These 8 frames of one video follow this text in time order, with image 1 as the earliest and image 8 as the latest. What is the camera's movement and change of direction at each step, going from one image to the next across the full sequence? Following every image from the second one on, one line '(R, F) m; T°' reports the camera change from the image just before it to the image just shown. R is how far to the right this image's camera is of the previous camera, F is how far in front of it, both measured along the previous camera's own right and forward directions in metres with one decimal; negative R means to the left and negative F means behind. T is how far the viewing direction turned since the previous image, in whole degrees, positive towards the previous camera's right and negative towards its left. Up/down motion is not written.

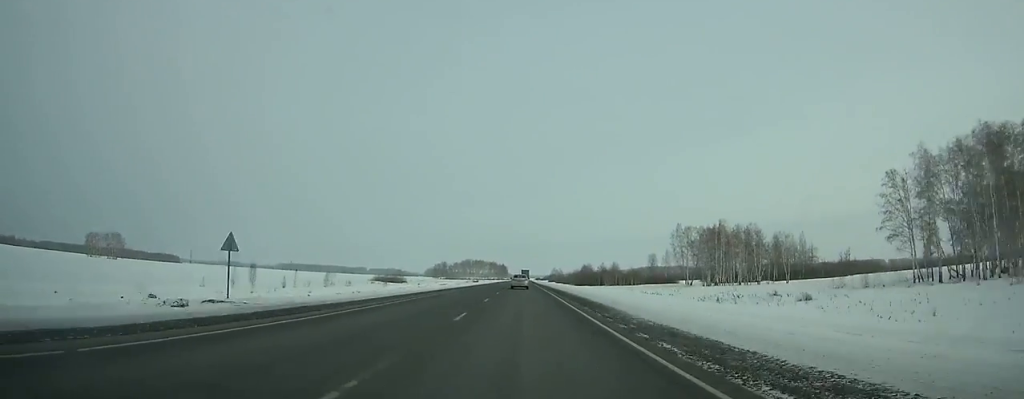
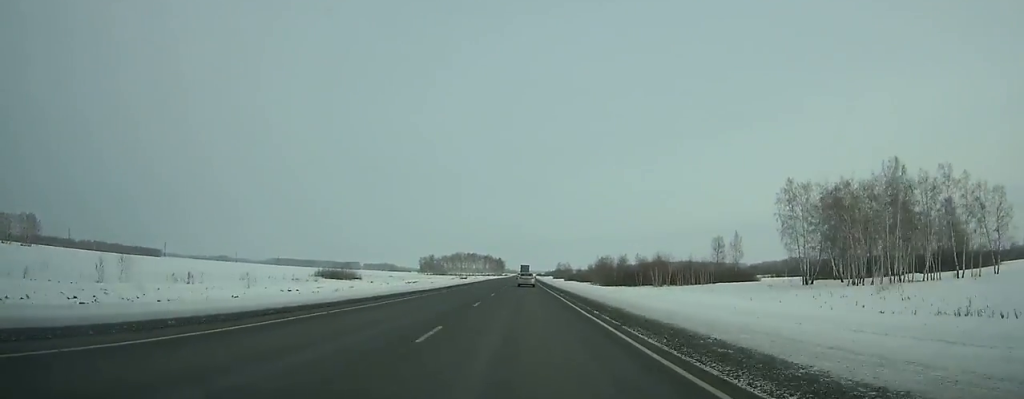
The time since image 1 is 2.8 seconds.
(0.0, +76.3) m; 0°
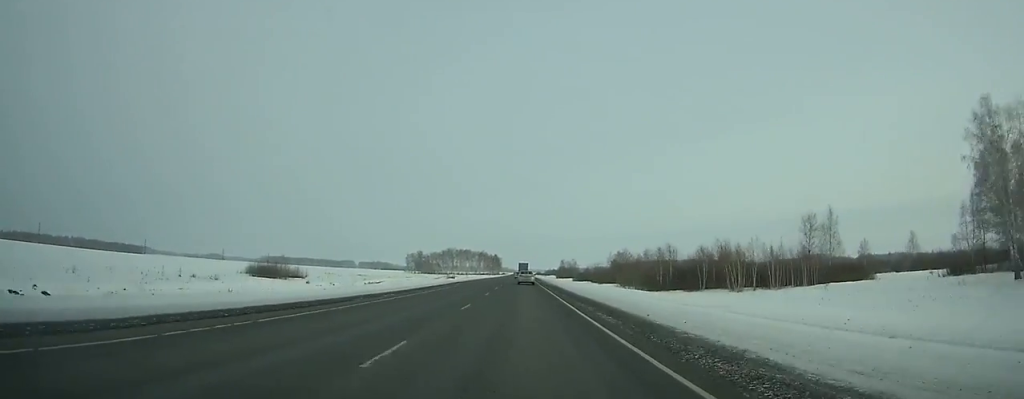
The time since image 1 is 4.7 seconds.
(-0.1, +51.9) m; 0°
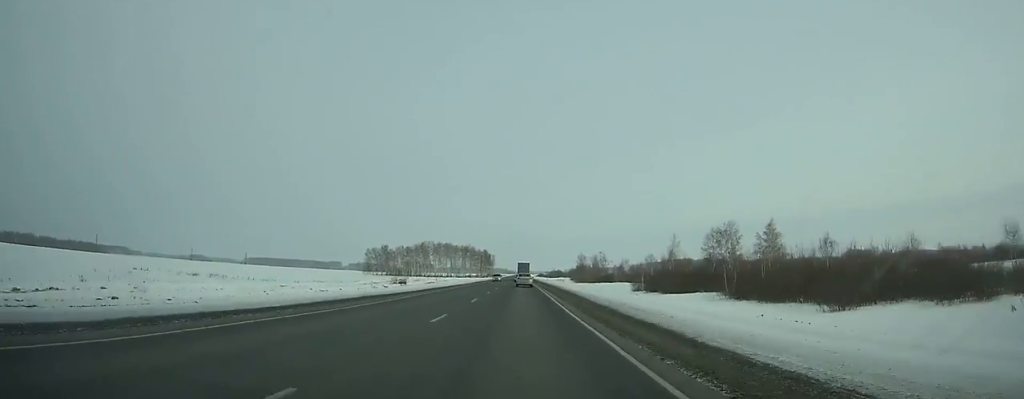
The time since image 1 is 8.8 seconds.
(+0.2, +112.8) m; 0°
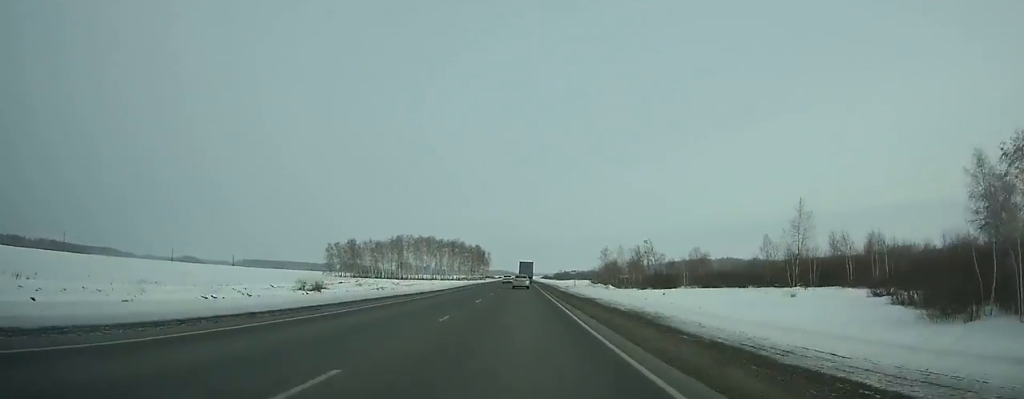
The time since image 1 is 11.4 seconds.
(+0.2, +72.3) m; 0°
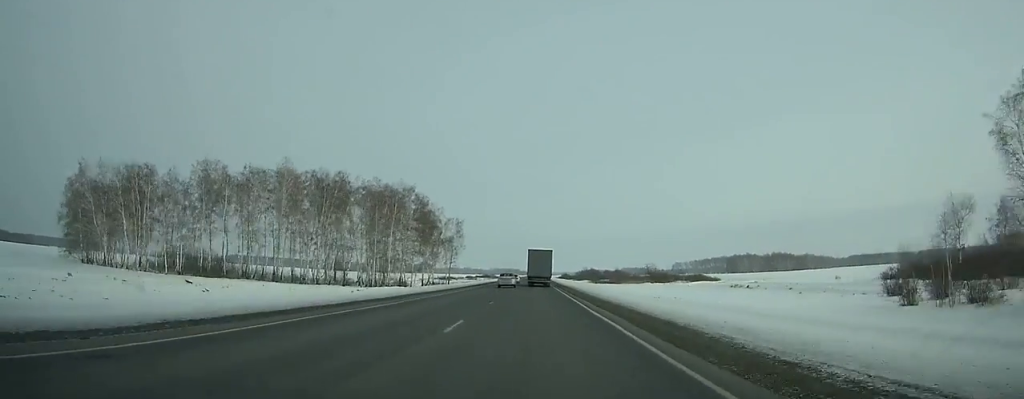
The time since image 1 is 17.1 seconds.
(-1.3, +162.0) m; -1°
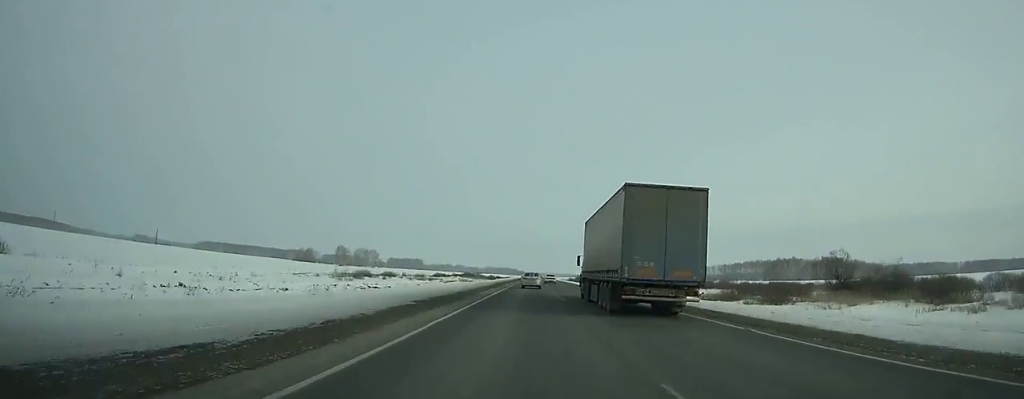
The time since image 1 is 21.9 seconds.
(-0.7, +140.9) m; 0°
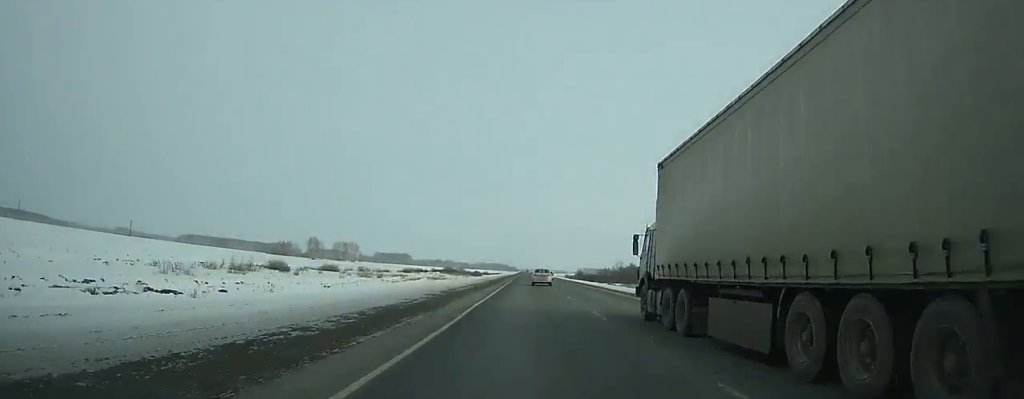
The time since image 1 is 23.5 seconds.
(+0.2, +47.5) m; 0°
